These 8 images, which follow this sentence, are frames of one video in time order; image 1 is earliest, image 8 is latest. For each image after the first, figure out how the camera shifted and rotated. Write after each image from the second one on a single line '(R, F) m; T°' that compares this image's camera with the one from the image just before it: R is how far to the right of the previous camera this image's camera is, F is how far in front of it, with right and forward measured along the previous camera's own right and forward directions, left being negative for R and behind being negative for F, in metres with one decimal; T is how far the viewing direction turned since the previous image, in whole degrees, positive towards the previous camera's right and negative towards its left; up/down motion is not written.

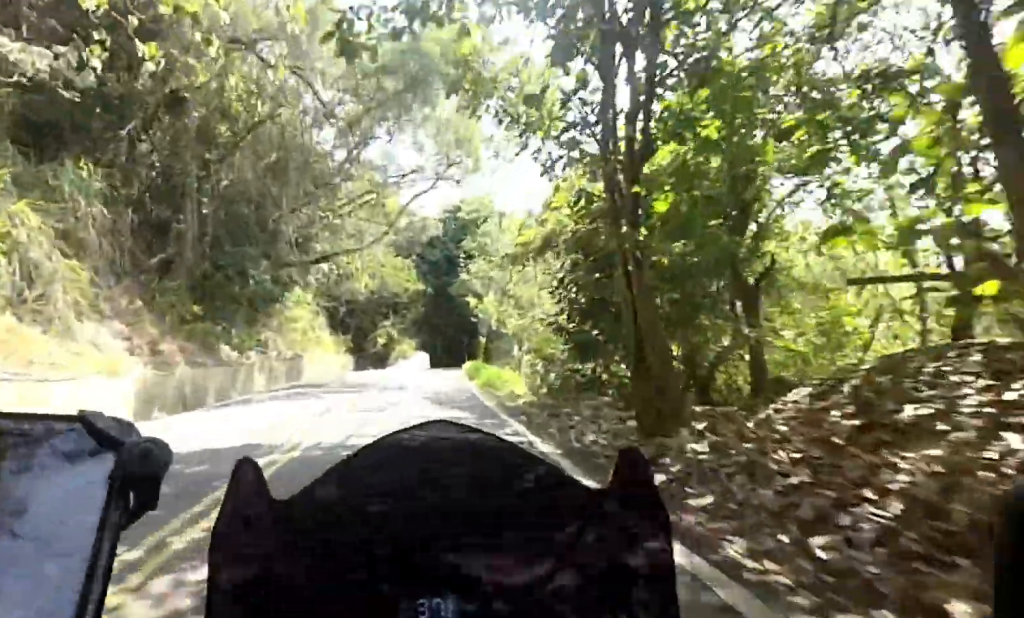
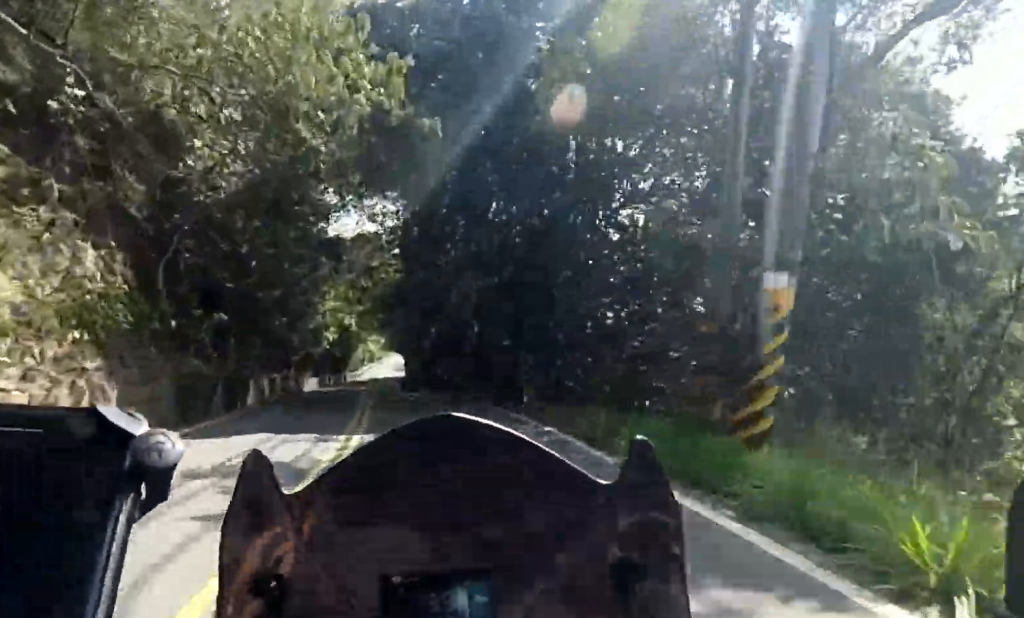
(+1.0, +33.6) m; +2°
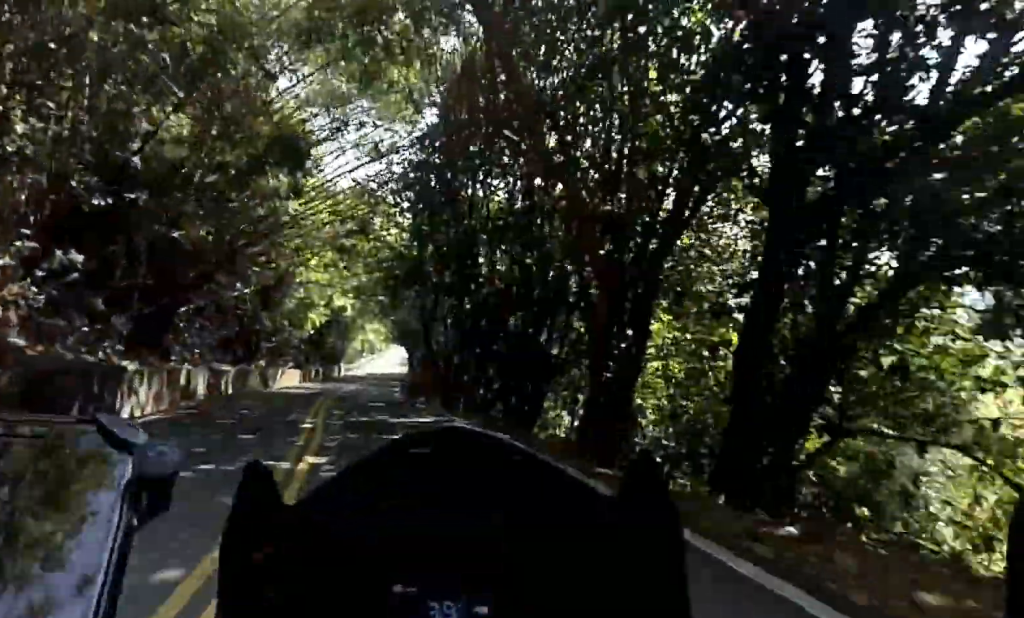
(0.0, +10.8) m; 0°
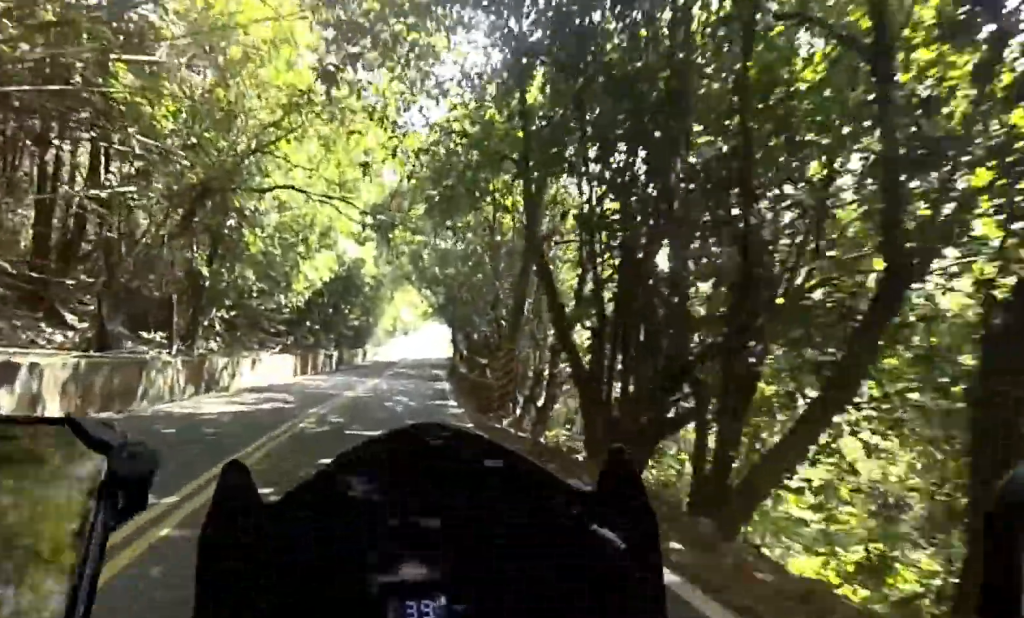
(0.0, +15.5) m; 0°
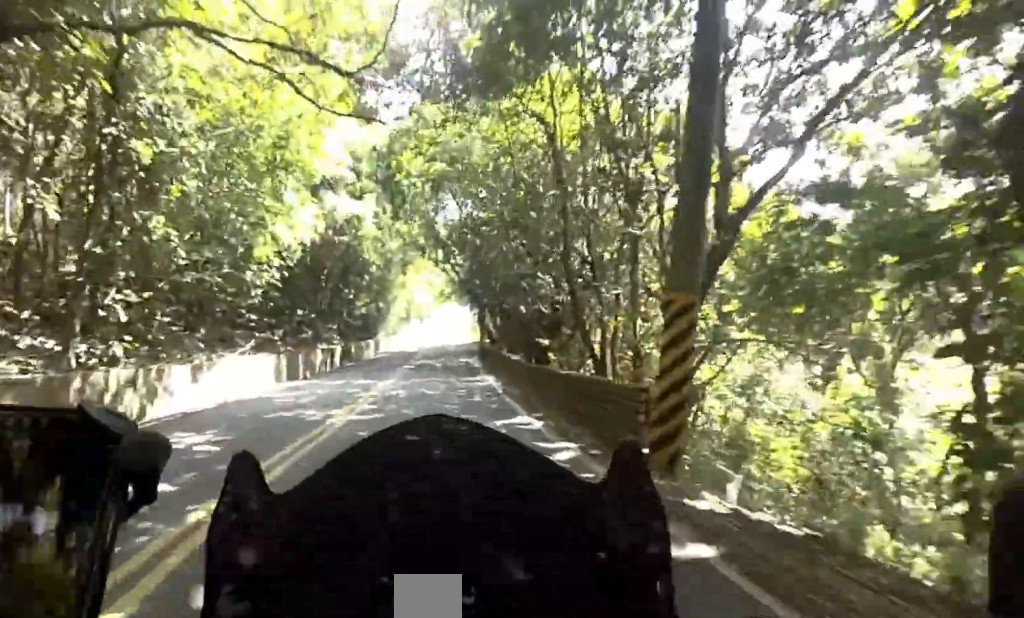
(0.0, +7.7) m; 0°
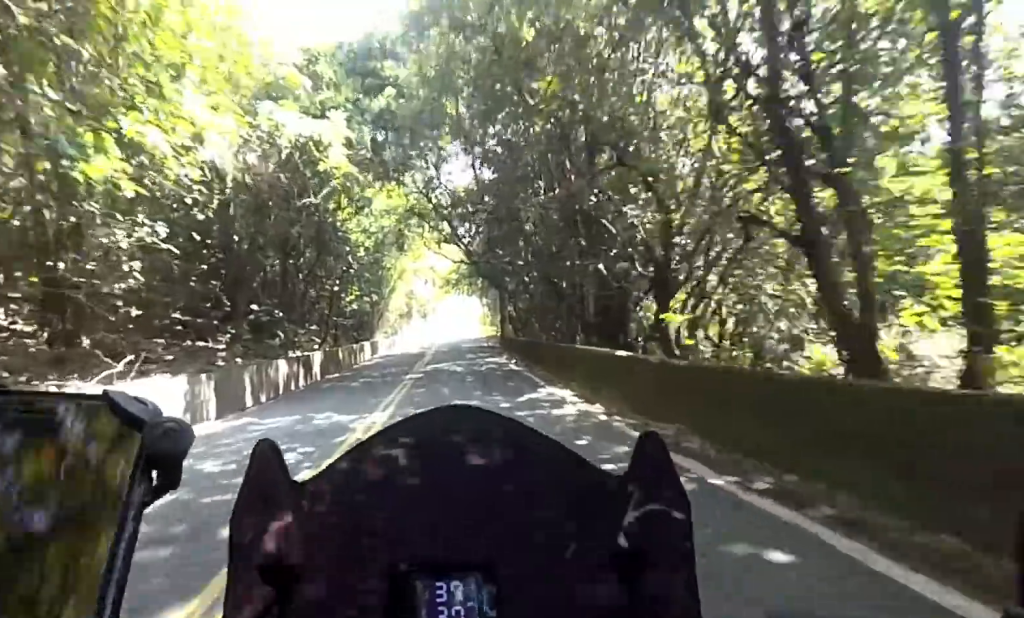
(0.0, +8.1) m; -2°
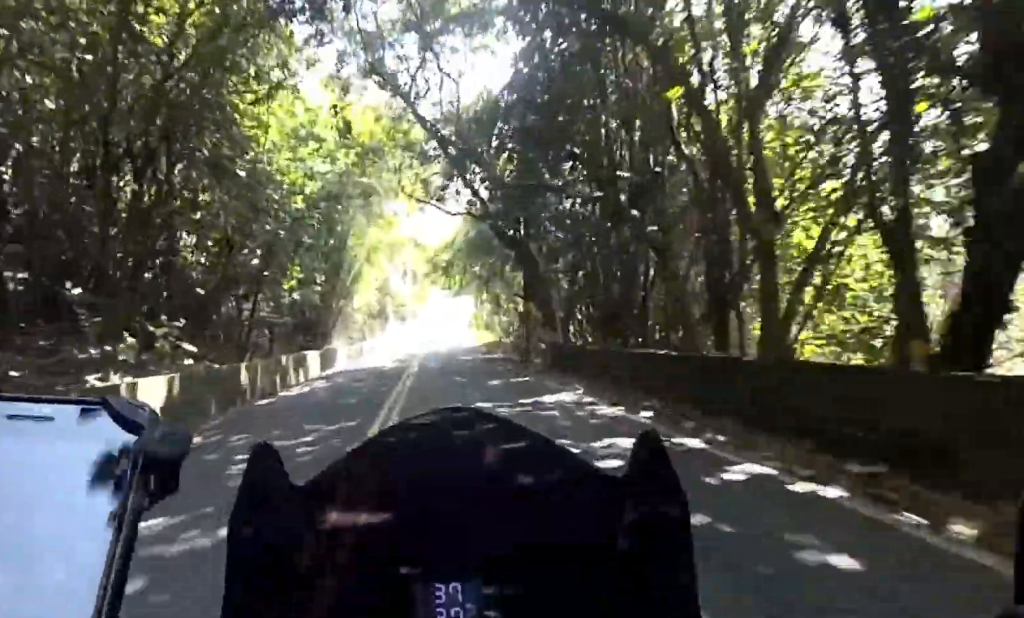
(-0.3, +12.4) m; 0°
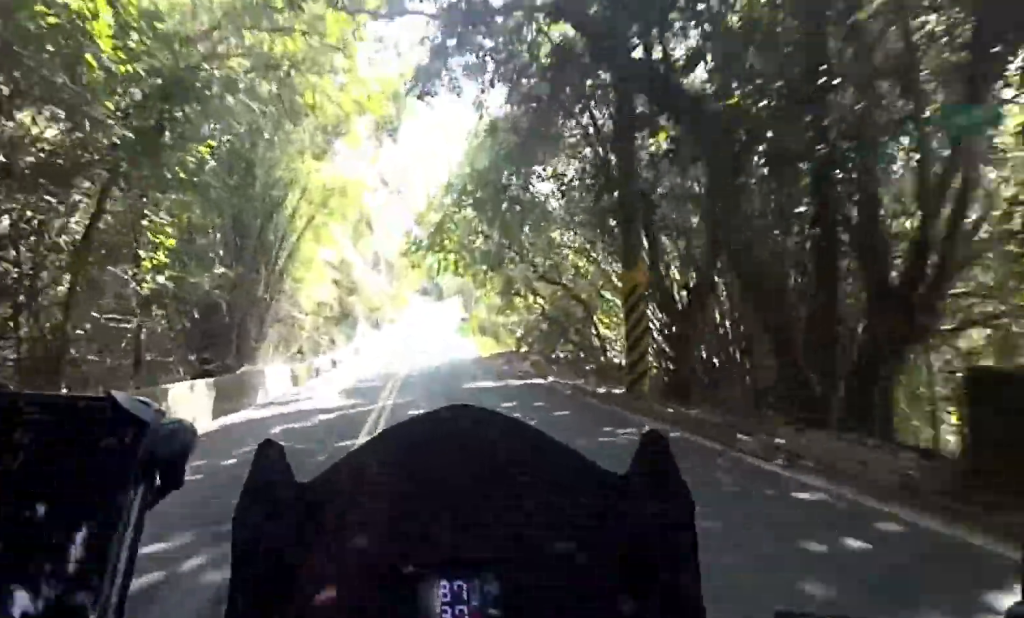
(-0.2, +11.3) m; +3°
